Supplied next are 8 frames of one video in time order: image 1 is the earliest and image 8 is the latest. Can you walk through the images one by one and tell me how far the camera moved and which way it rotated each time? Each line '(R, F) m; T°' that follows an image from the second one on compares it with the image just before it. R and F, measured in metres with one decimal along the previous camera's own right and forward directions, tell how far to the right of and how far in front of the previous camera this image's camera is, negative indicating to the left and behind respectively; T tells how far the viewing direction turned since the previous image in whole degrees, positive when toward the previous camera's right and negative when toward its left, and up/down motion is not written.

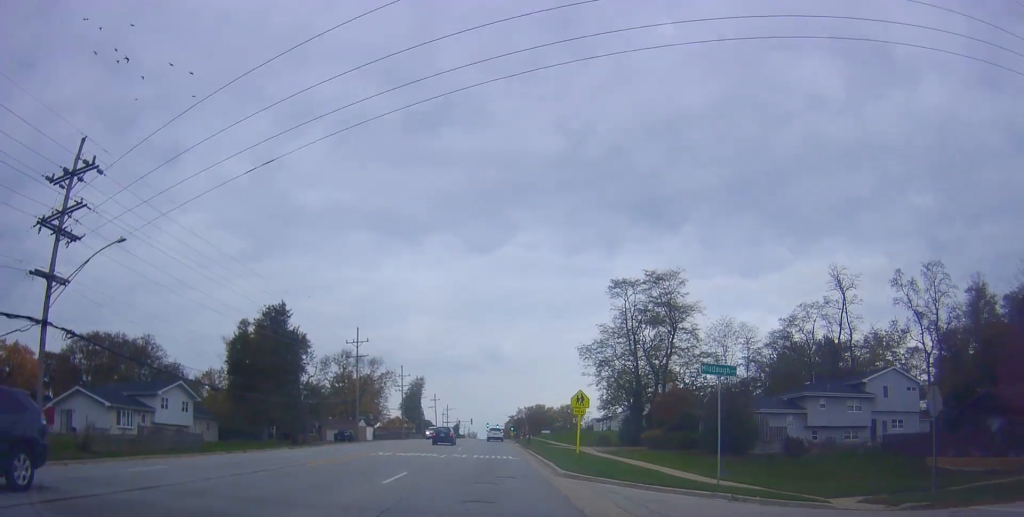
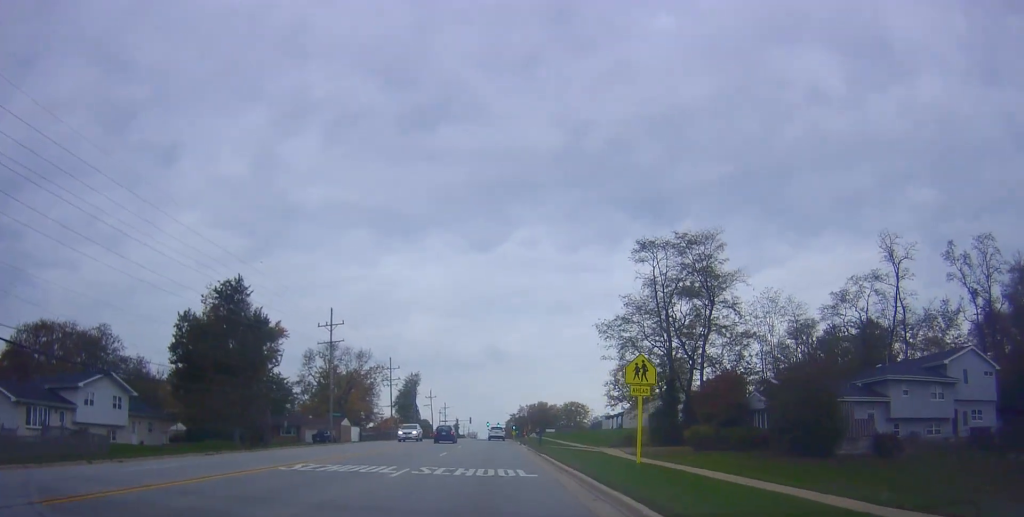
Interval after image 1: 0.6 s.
(+0.2, +12.3) m; 0°
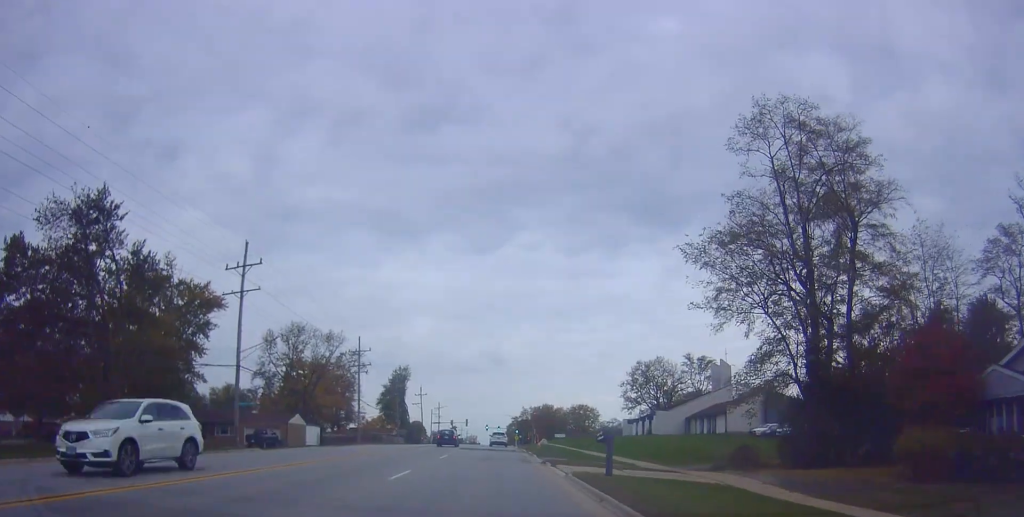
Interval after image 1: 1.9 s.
(-0.4, +24.1) m; -2°
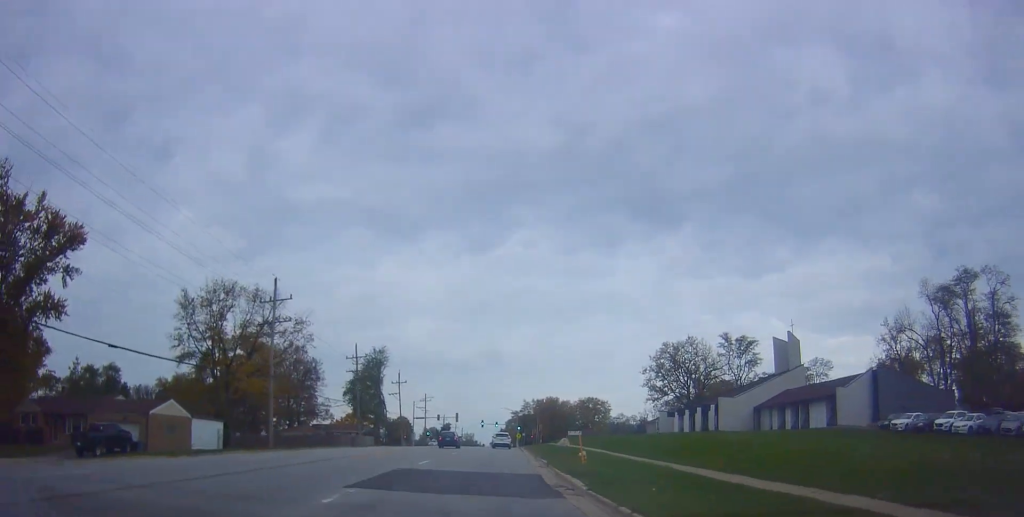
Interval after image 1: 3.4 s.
(-0.4, +29.7) m; +1°
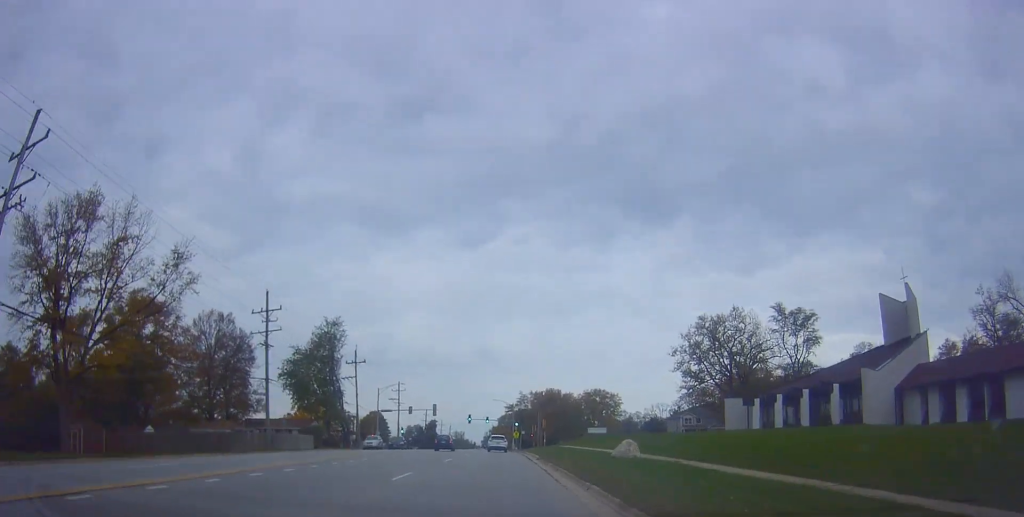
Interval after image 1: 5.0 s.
(+0.8, +31.2) m; +1°
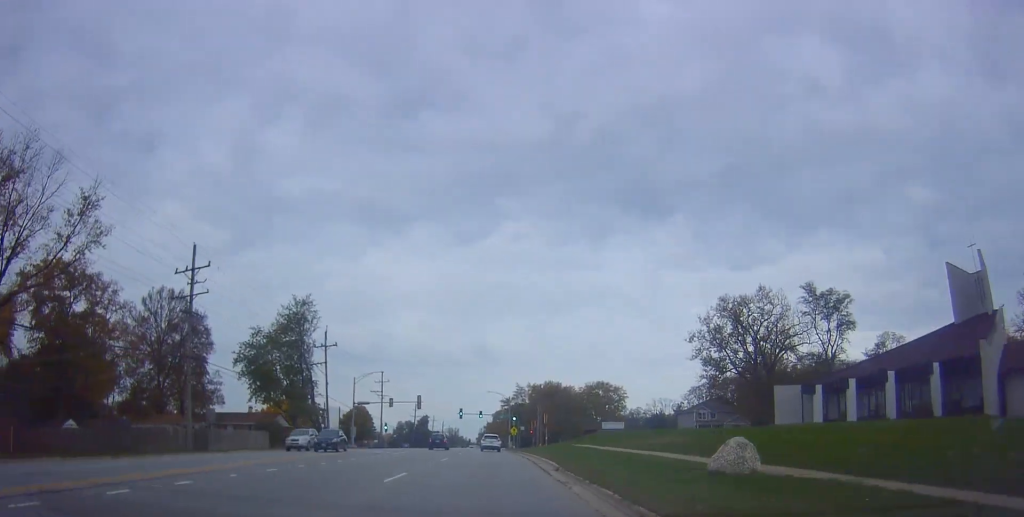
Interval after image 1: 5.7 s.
(-0.1, +13.5) m; 0°
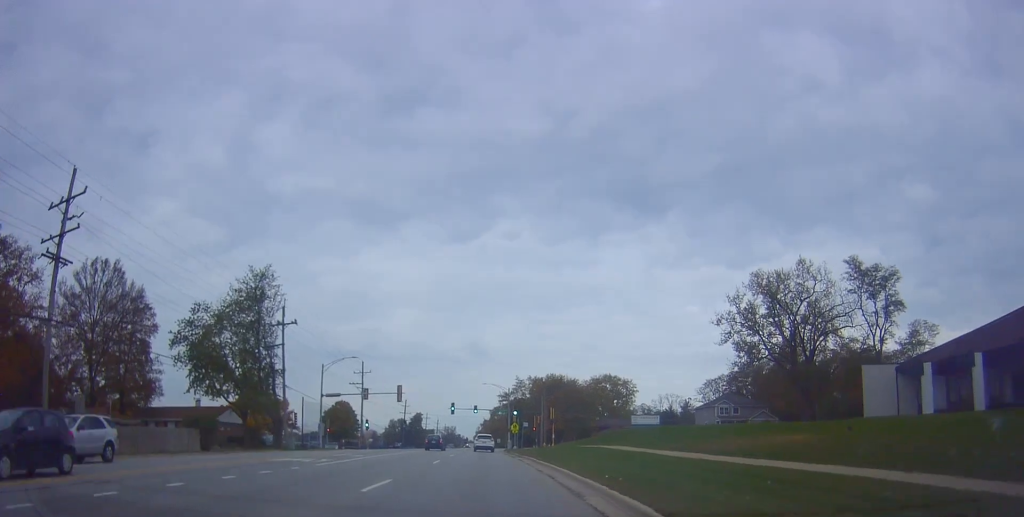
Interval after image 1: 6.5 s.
(-0.4, +14.8) m; +1°
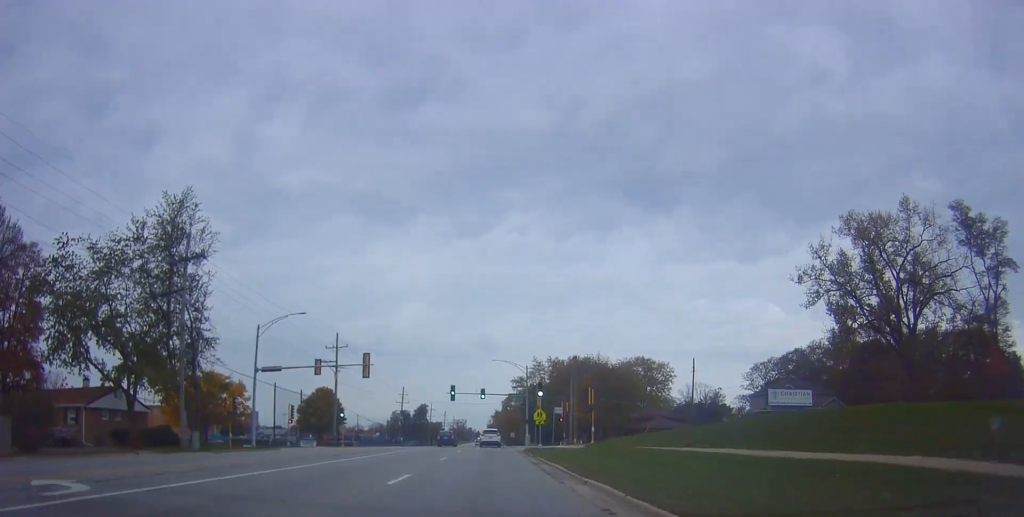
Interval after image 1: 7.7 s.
(+0.8, +23.2) m; 0°
